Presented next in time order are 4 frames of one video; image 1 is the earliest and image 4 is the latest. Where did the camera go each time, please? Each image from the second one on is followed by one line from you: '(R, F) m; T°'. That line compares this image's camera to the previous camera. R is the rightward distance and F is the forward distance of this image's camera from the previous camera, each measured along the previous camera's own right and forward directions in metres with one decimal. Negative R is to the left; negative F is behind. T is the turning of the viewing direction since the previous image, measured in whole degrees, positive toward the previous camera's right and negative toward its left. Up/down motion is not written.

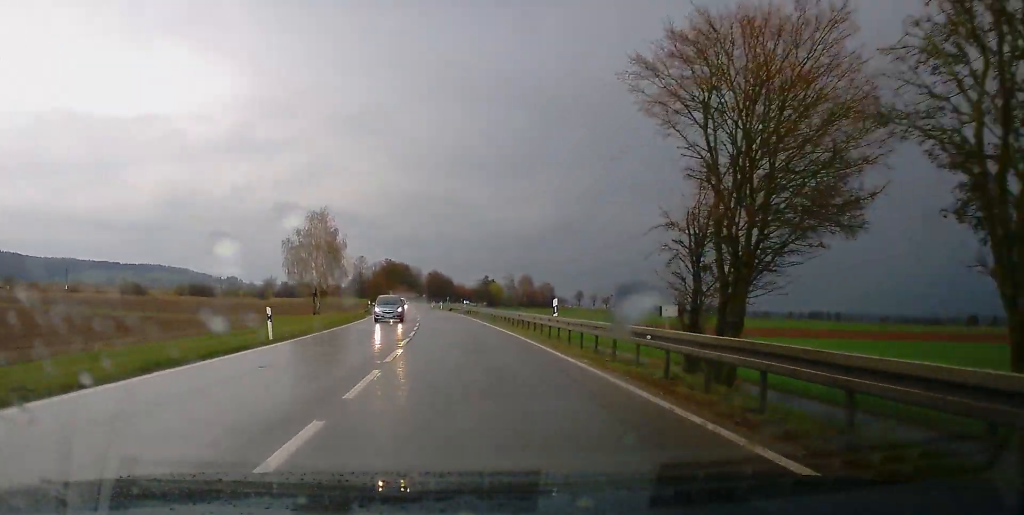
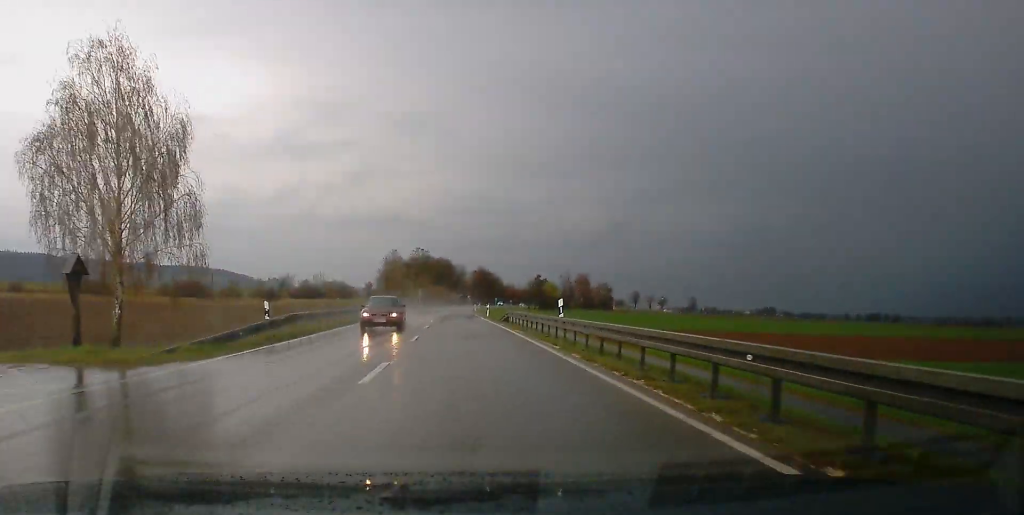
(-1.2, +50.0) m; -2°
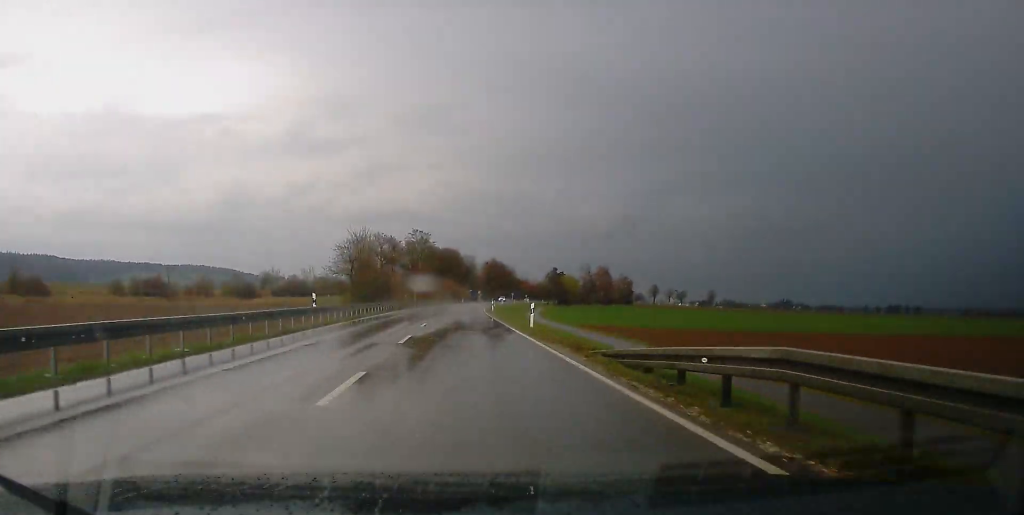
(-0.5, +35.5) m; 0°
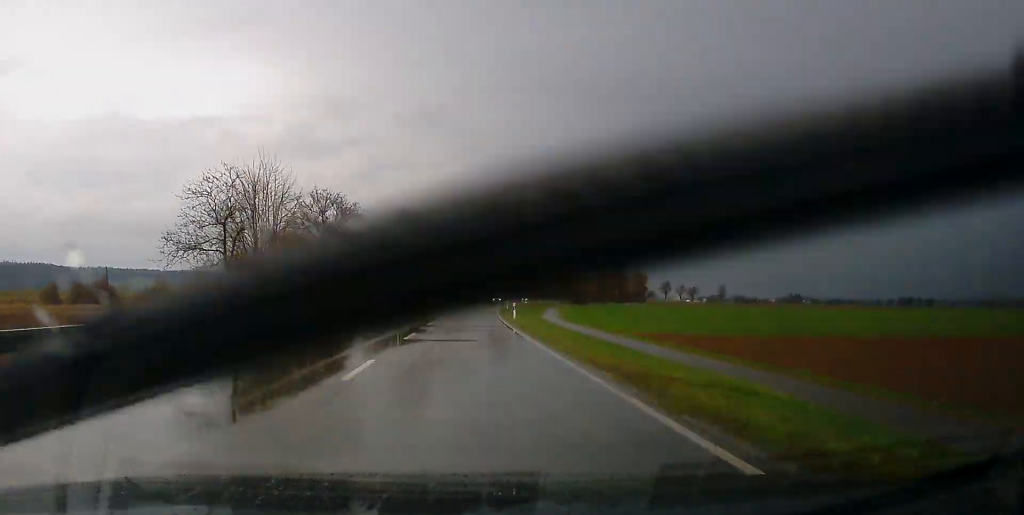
(-0.1, +31.2) m; 0°
